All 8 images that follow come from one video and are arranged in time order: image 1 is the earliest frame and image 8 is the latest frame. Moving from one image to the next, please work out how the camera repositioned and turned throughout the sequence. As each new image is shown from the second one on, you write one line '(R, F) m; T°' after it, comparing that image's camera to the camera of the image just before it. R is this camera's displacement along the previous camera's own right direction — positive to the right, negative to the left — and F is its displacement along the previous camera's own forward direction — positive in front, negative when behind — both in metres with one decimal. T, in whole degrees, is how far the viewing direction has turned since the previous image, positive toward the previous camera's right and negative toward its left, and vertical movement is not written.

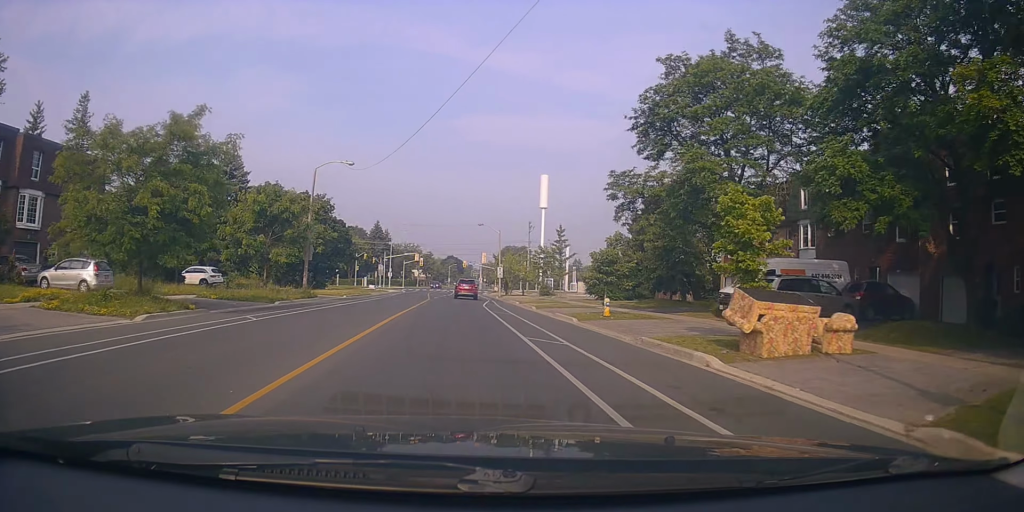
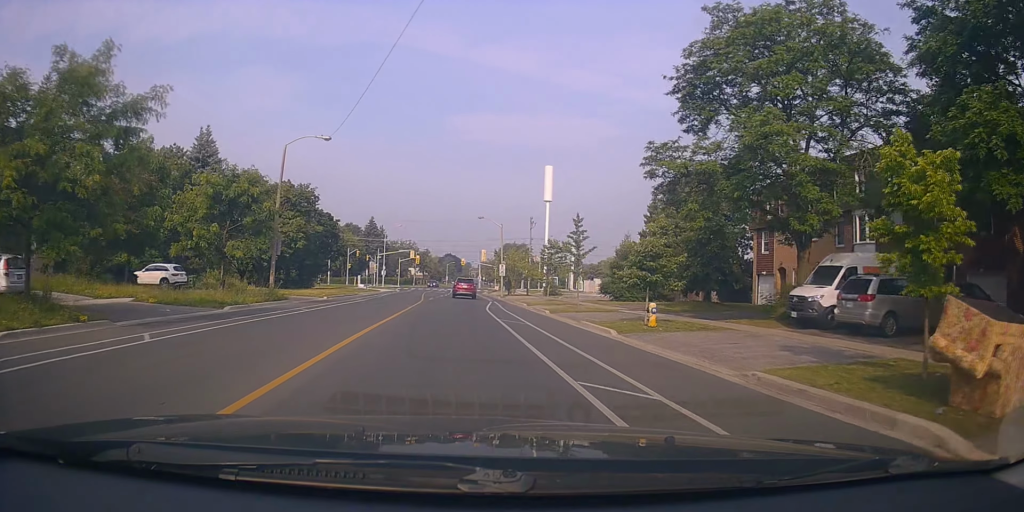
(+0.2, +5.7) m; 0°
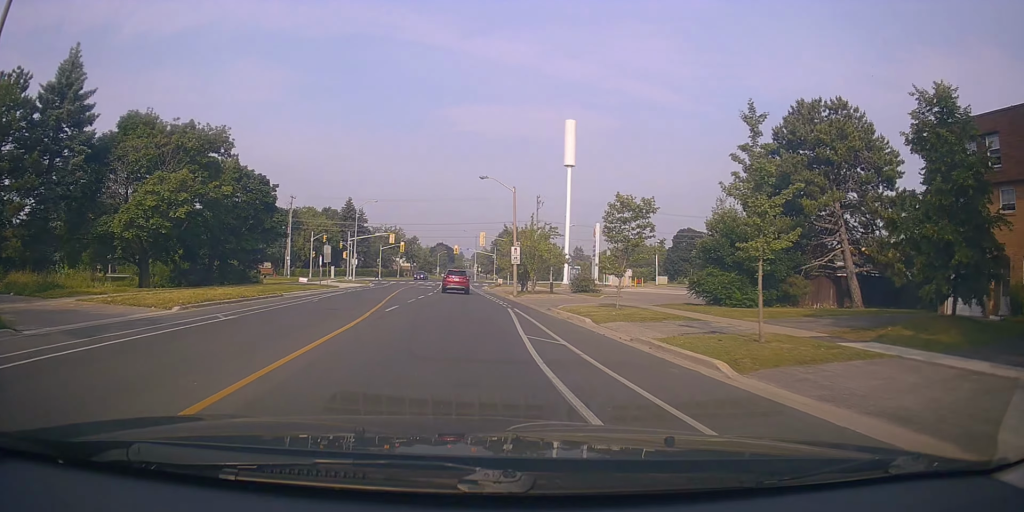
(-0.2, +19.8) m; 0°
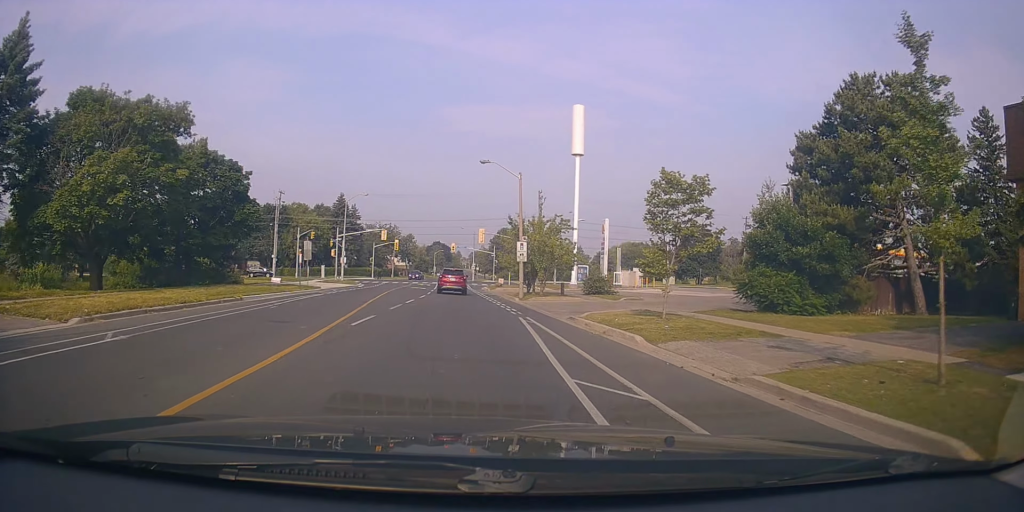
(+0.2, +5.7) m; +1°
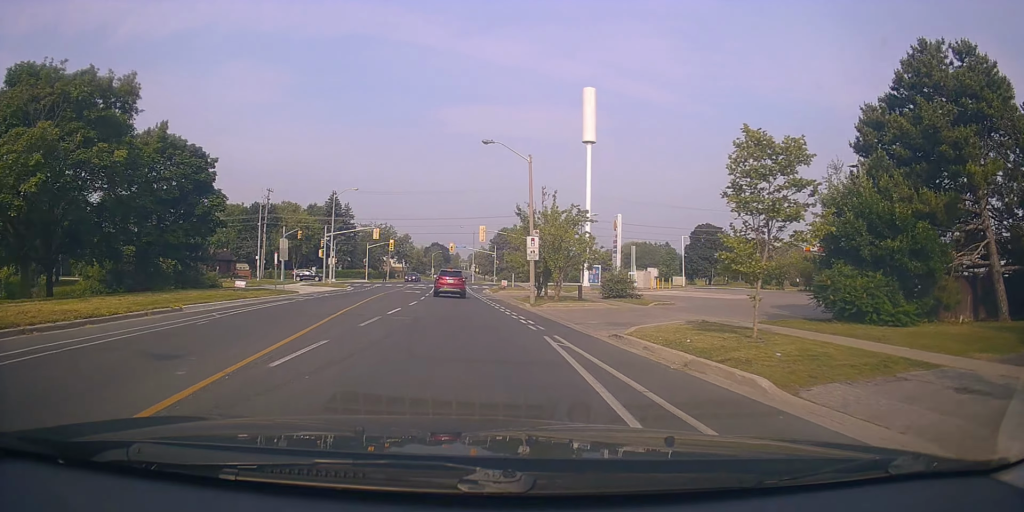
(-0.1, +5.6) m; -1°
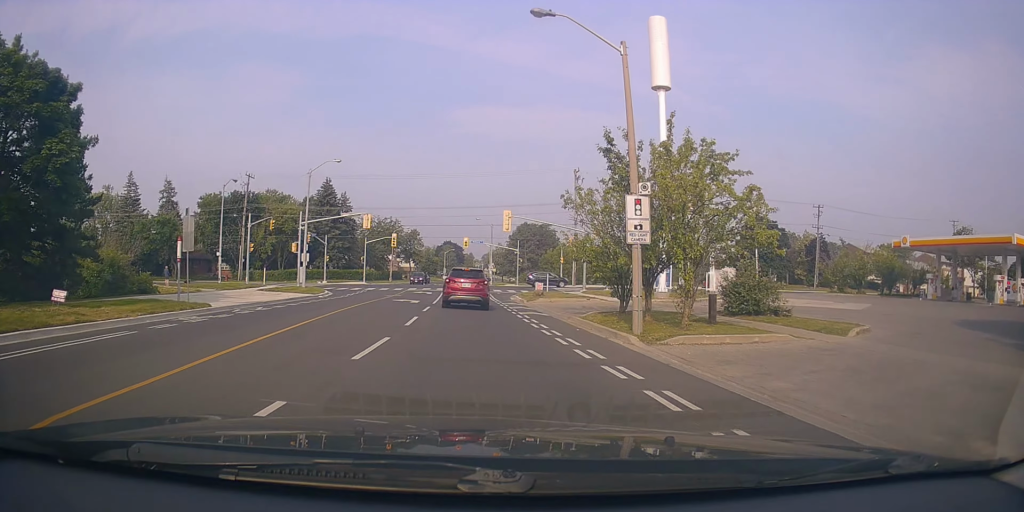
(-0.5, +15.1) m; -4°
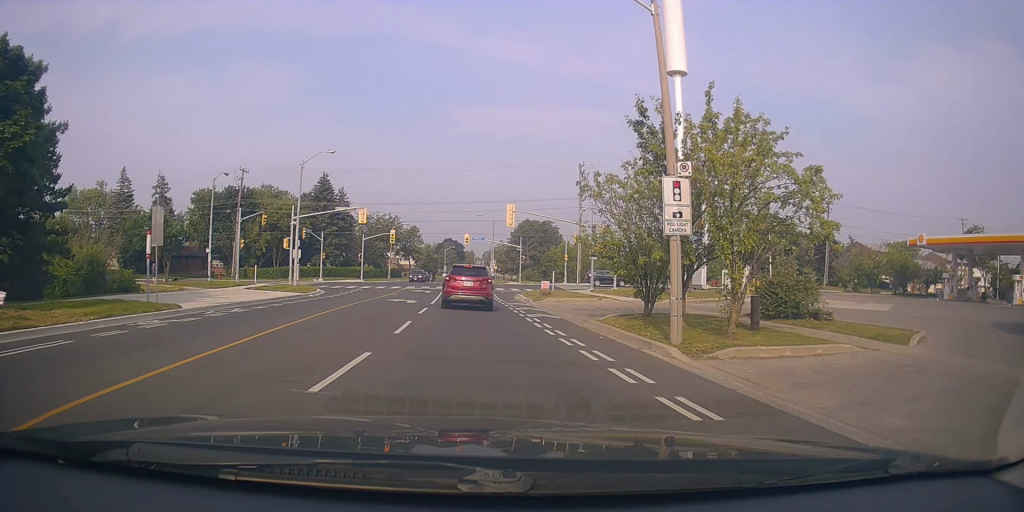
(0.0, +2.8) m; -1°
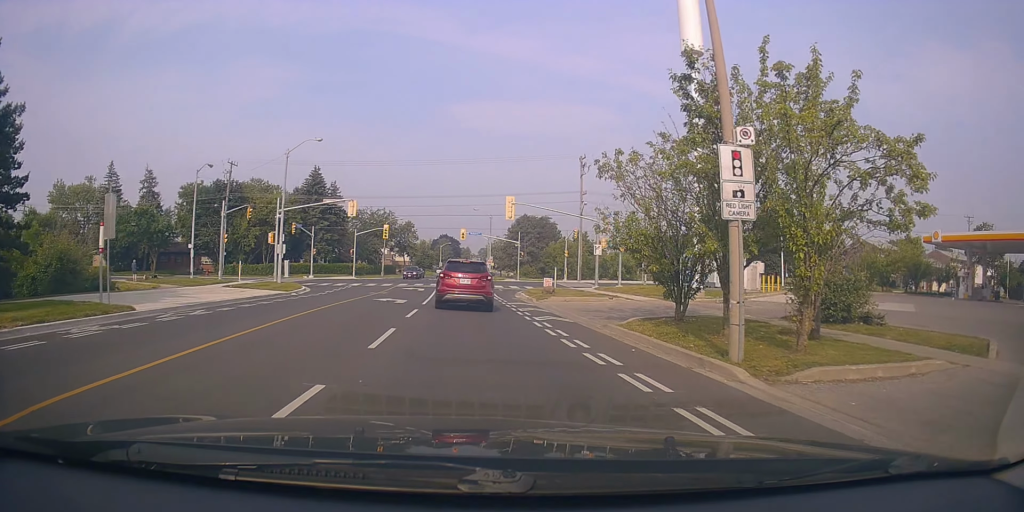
(-0.1, +2.8) m; +3°
